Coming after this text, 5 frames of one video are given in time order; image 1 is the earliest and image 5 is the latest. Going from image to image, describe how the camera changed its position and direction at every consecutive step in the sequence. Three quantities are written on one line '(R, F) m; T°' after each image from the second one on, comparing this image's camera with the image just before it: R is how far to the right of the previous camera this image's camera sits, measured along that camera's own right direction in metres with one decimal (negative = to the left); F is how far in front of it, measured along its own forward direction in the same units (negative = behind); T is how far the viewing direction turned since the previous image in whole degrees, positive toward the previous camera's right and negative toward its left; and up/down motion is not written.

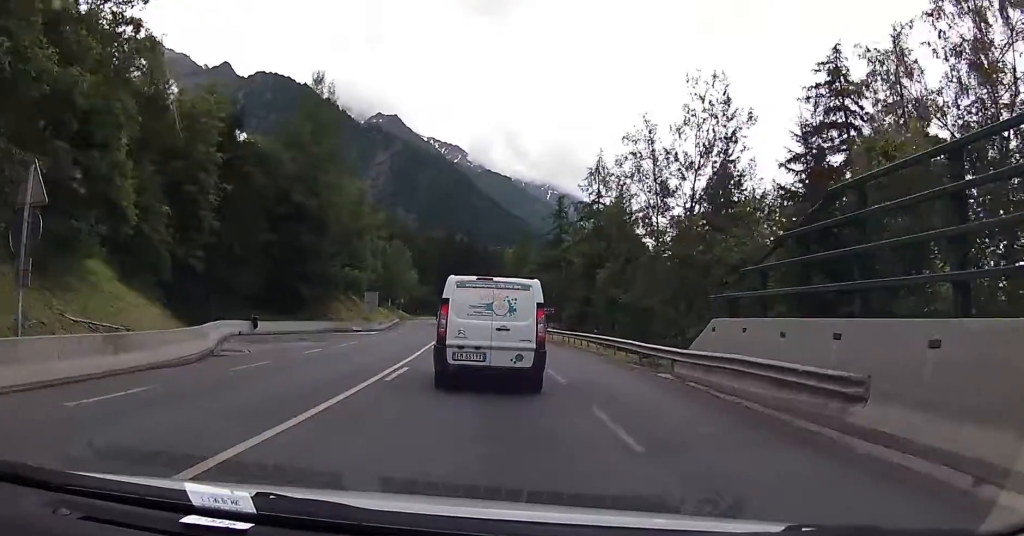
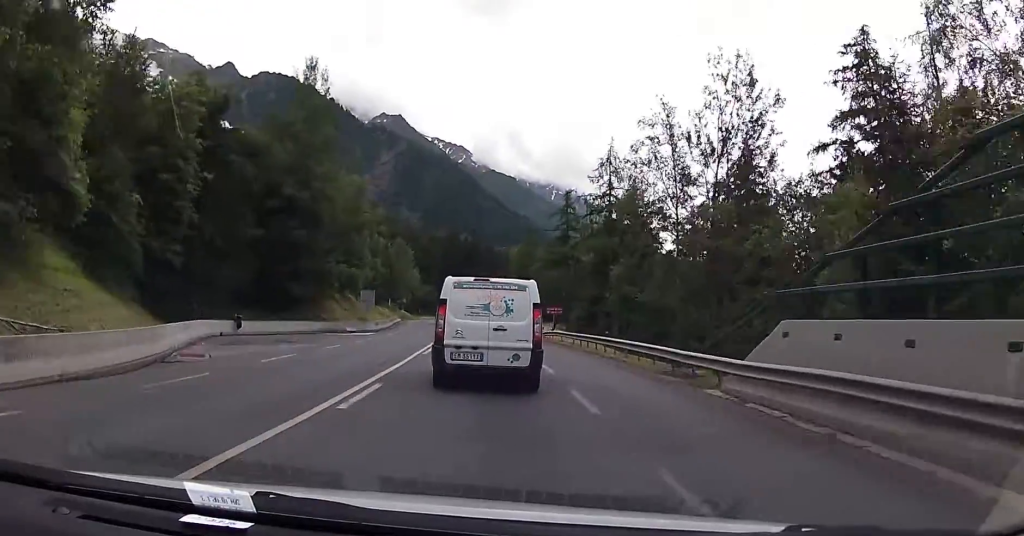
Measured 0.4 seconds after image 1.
(-0.1, +3.9) m; -2°
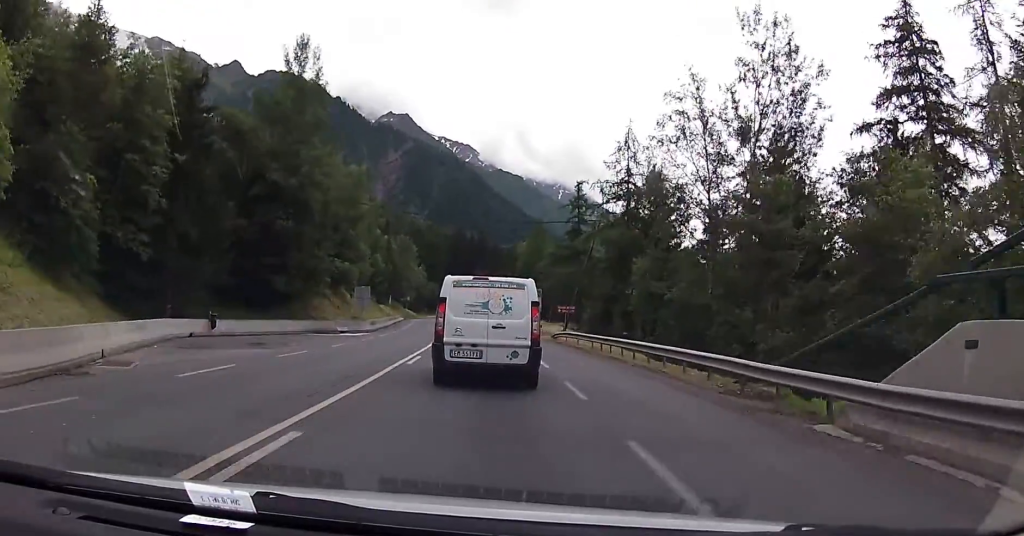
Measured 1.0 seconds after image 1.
(-0.1, +5.1) m; -1°
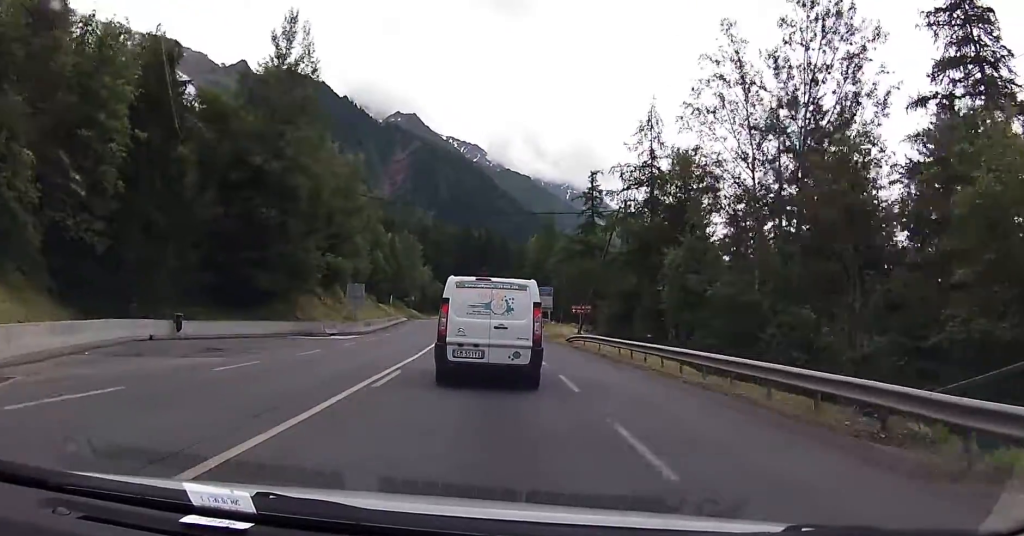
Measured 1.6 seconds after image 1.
(-0.2, +5.5) m; 0°
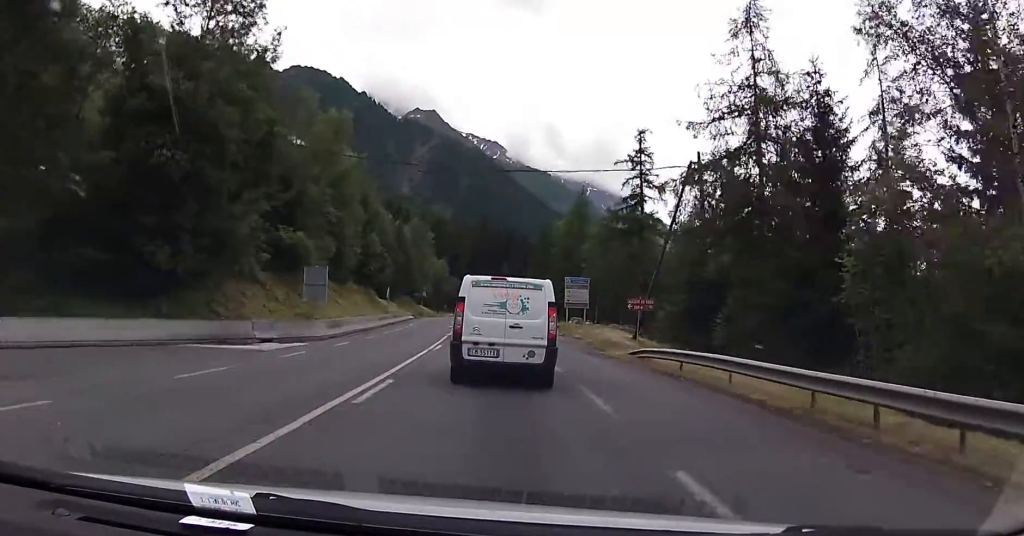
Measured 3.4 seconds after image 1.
(+0.1, +15.9) m; -1°
